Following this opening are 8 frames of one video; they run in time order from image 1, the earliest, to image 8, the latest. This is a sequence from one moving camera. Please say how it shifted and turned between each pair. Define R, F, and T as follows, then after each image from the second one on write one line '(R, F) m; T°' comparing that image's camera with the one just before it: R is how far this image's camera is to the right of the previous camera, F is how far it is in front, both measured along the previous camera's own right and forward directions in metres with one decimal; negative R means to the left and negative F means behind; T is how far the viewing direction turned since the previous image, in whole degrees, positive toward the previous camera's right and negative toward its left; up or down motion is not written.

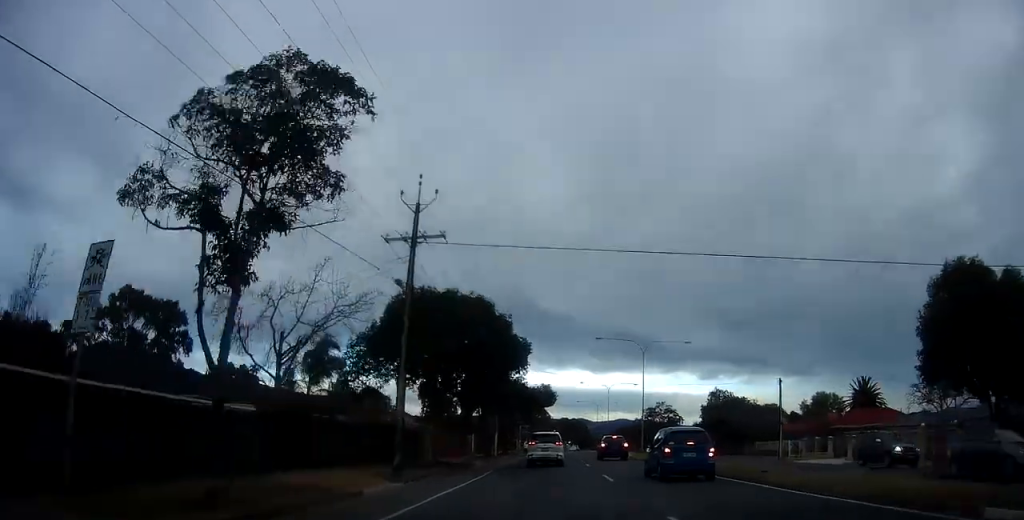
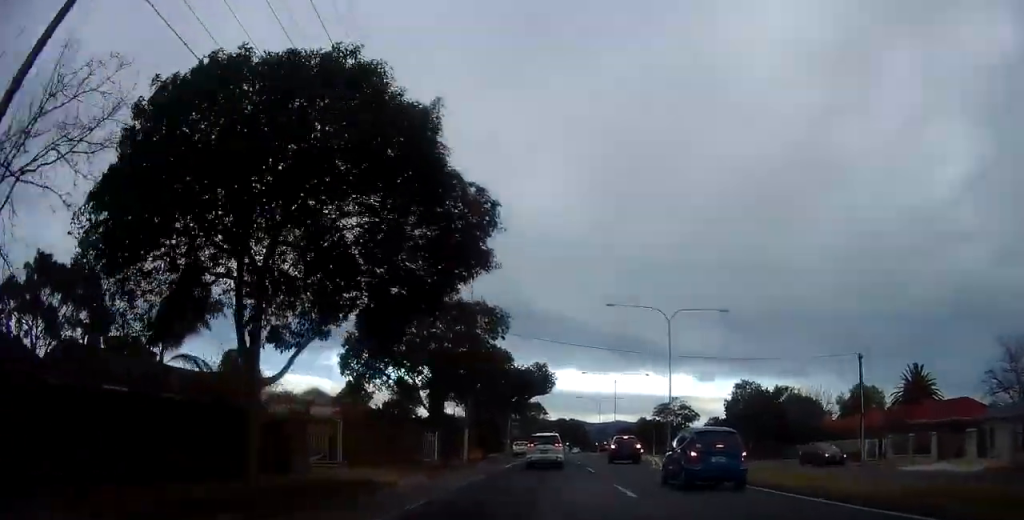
(+0.5, +16.3) m; 0°
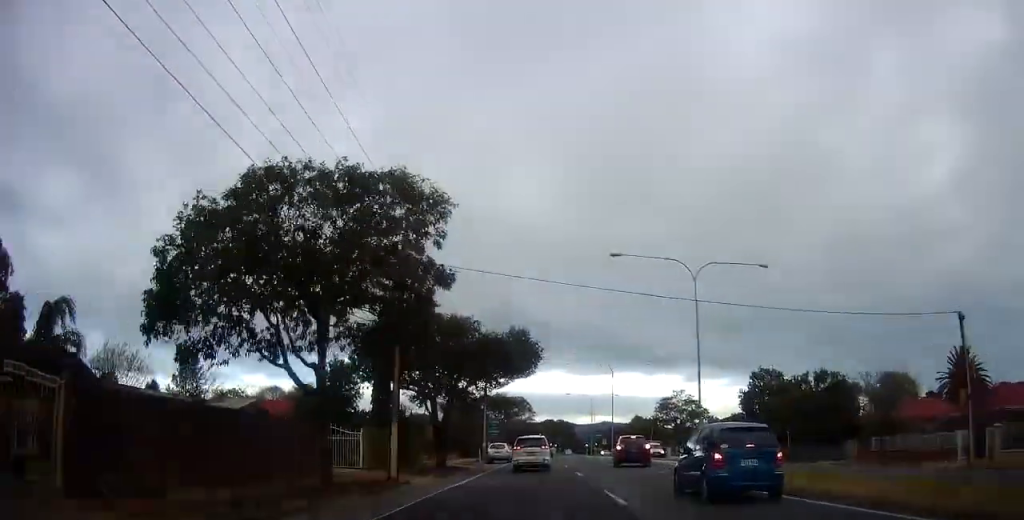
(-0.6, +13.5) m; +1°
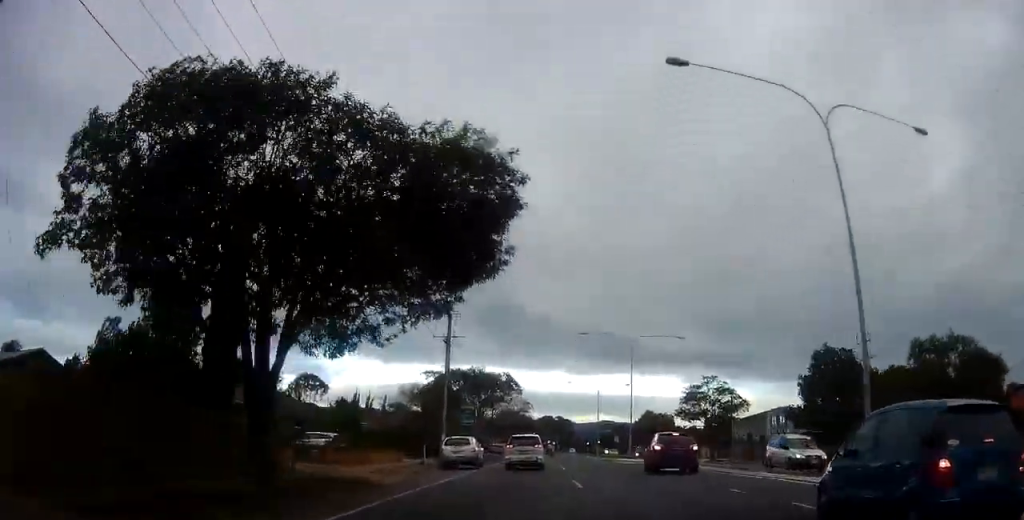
(+0.8, +19.7) m; -1°
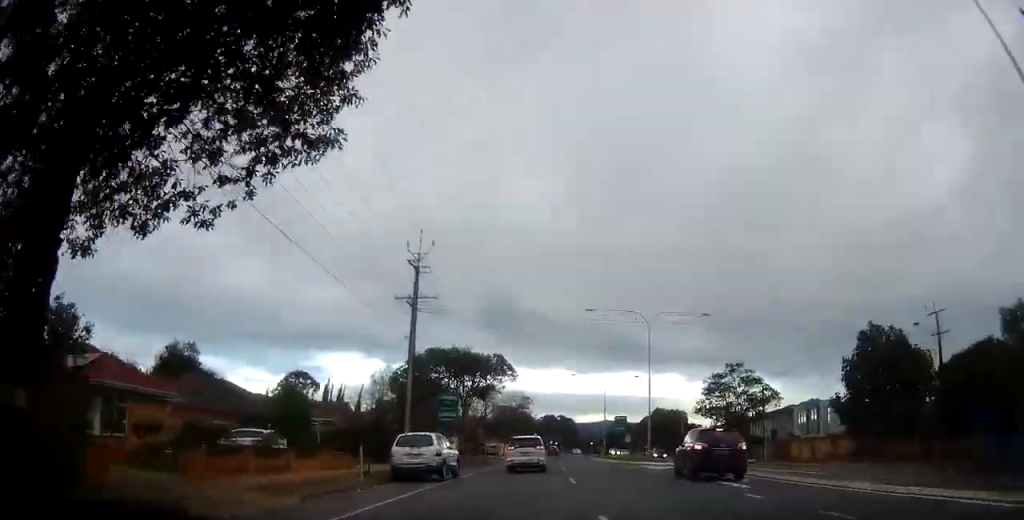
(-0.5, +9.5) m; -2°
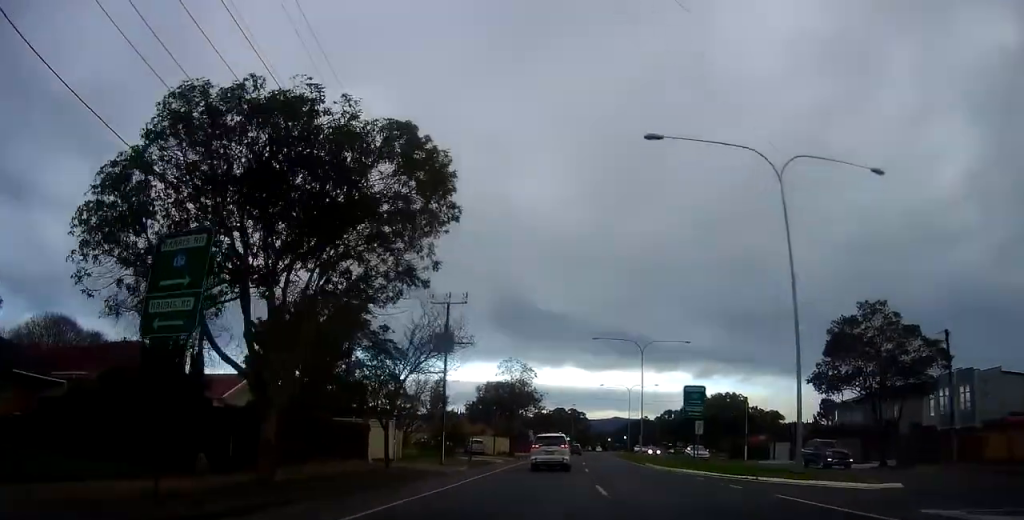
(+1.0, +28.0) m; +3°
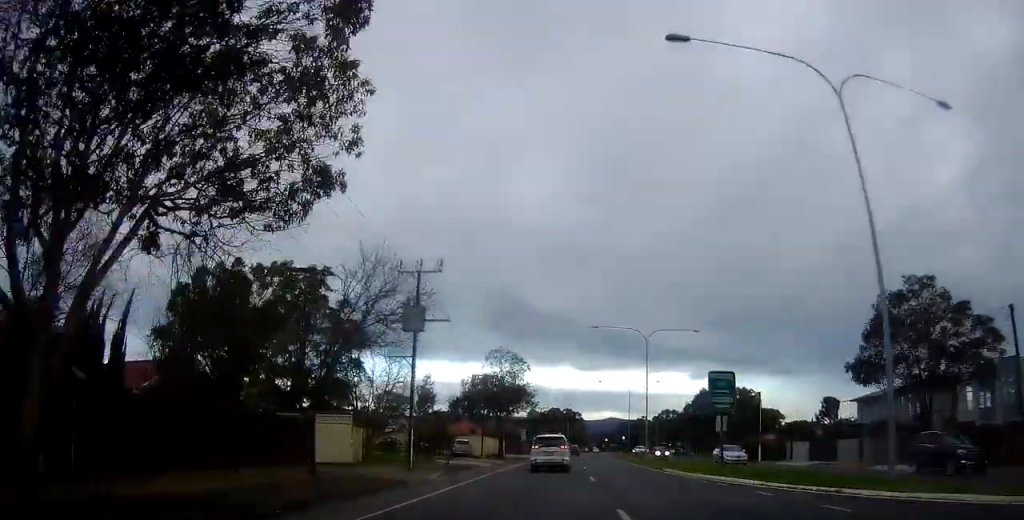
(+0.4, +6.3) m; 0°
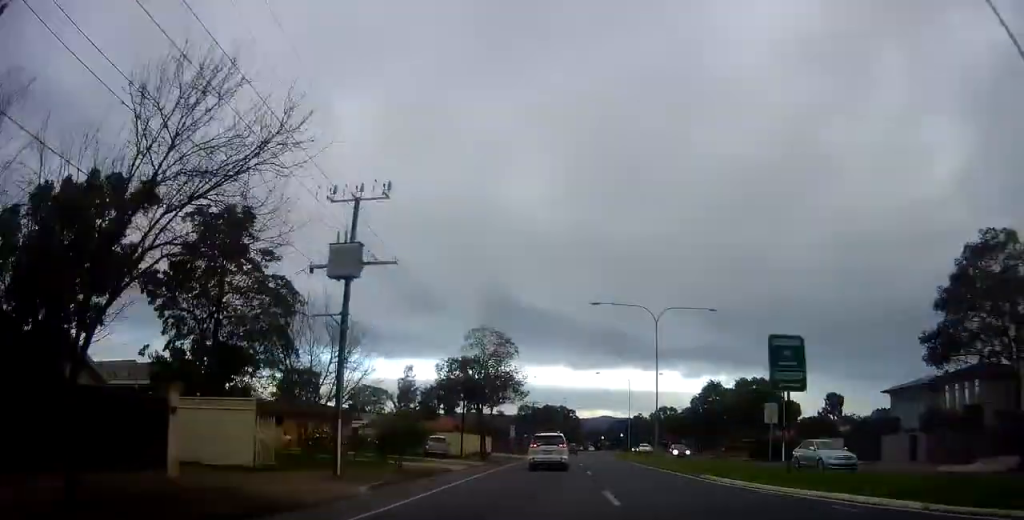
(-0.5, +8.5) m; 0°
